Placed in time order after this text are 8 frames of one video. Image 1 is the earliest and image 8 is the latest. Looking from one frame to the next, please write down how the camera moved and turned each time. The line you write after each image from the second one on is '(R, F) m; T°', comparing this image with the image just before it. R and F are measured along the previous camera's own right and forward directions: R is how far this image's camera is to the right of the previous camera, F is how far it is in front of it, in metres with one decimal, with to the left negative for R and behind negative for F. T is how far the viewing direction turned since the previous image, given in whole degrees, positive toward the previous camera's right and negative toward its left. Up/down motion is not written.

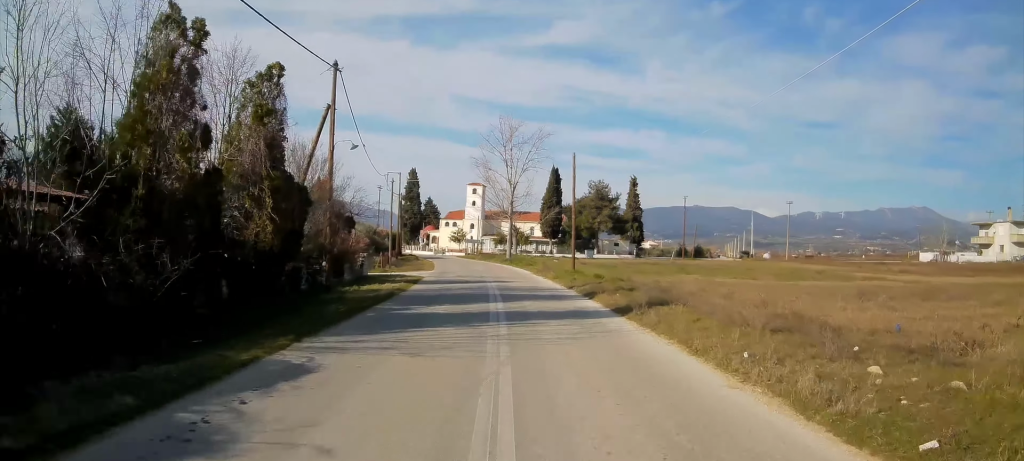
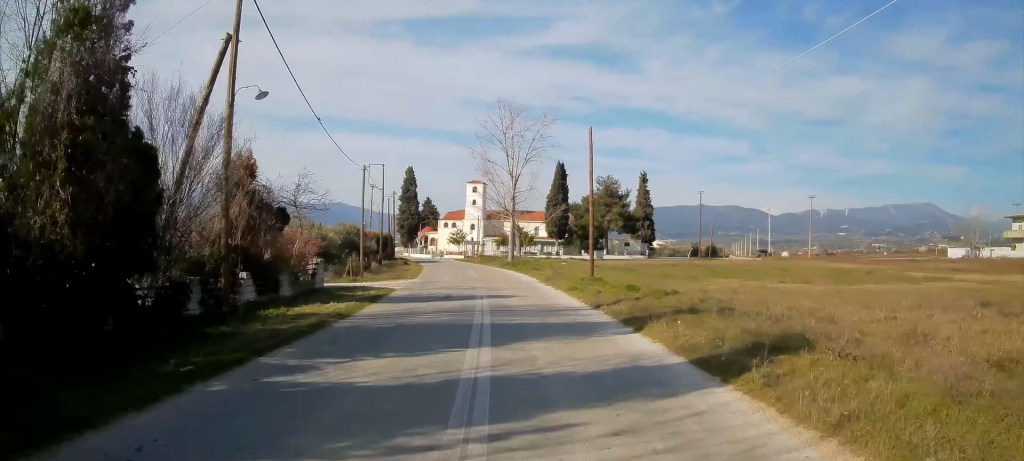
(0.0, +7.6) m; -1°
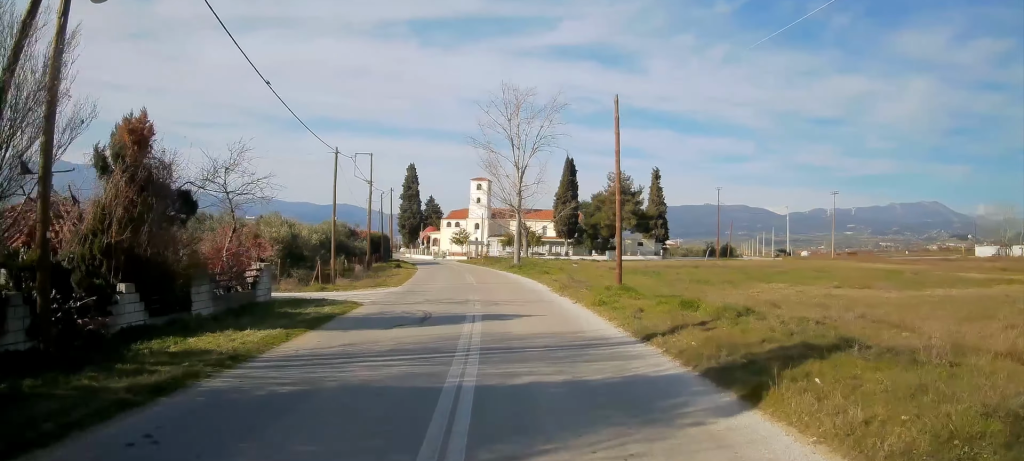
(0.0, +5.8) m; 0°
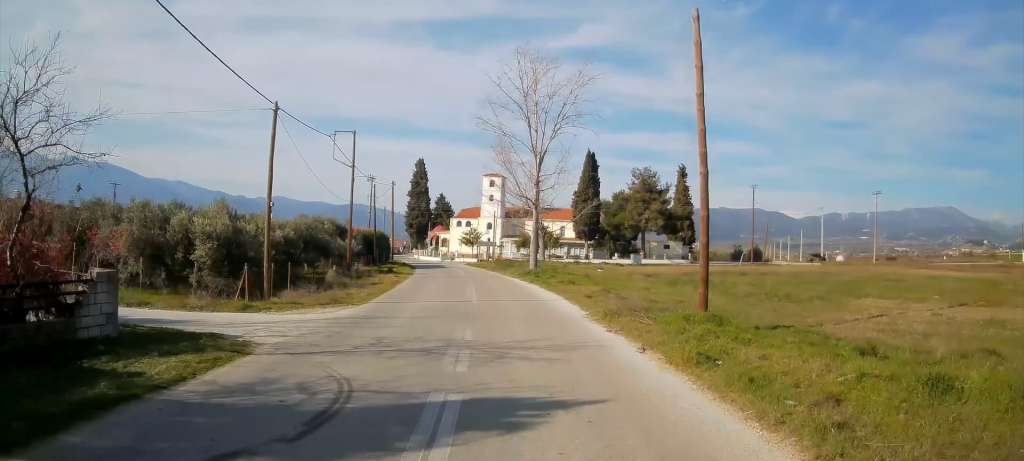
(-0.2, +8.2) m; -1°
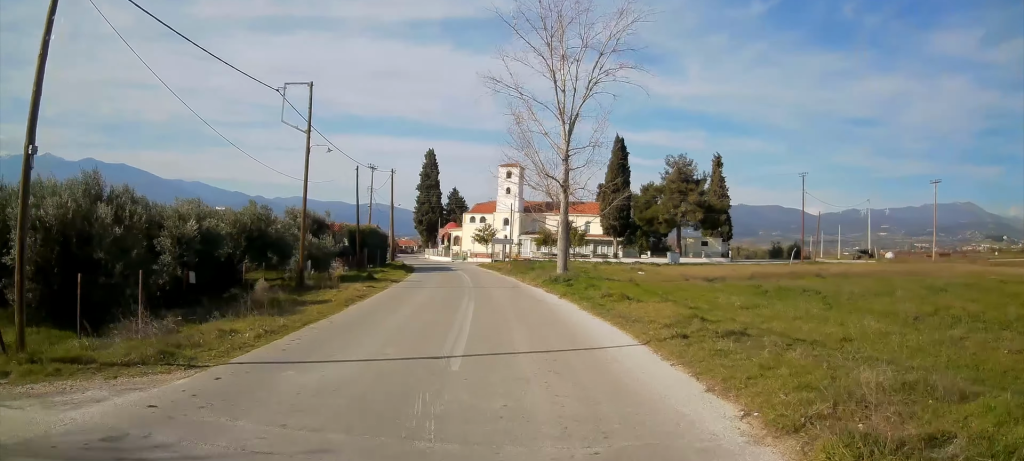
(0.0, +10.3) m; 0°
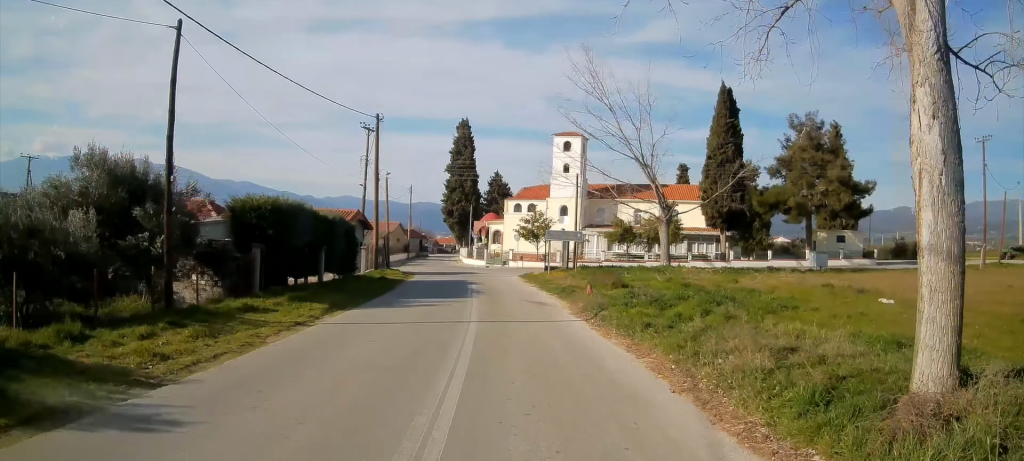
(-1.2, +25.8) m; -6°
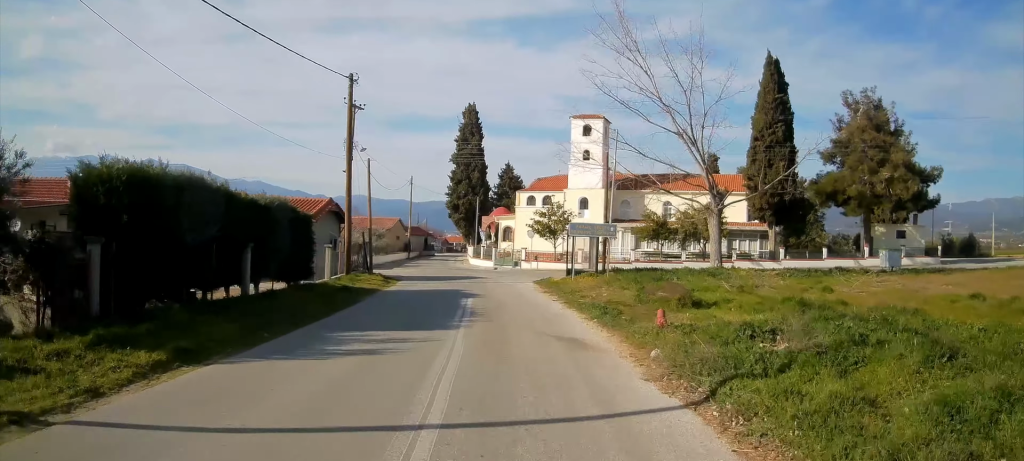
(-0.1, +8.9) m; -1°
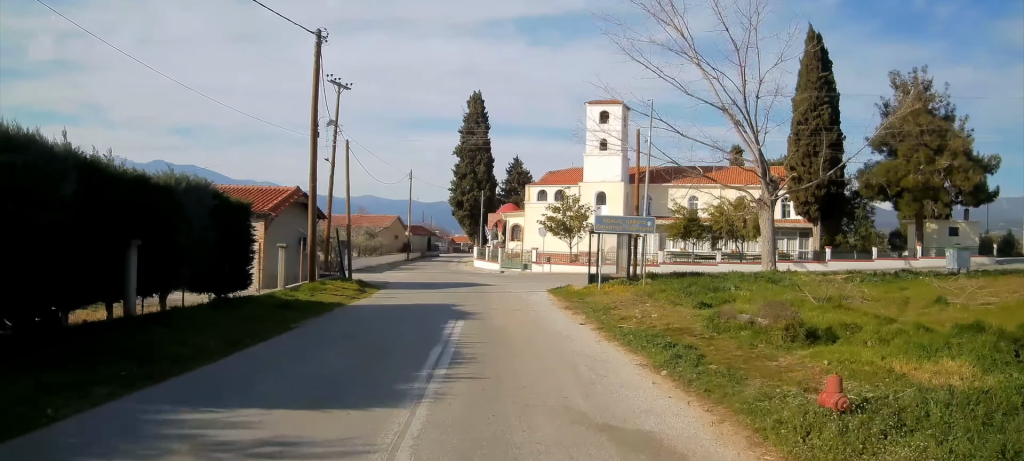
(-0.1, +6.6) m; -1°
